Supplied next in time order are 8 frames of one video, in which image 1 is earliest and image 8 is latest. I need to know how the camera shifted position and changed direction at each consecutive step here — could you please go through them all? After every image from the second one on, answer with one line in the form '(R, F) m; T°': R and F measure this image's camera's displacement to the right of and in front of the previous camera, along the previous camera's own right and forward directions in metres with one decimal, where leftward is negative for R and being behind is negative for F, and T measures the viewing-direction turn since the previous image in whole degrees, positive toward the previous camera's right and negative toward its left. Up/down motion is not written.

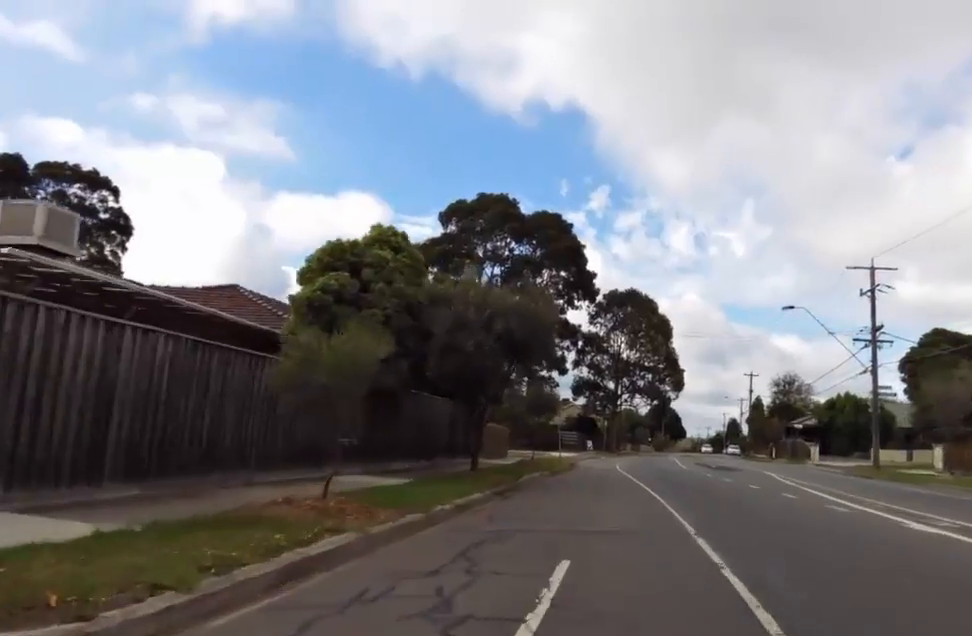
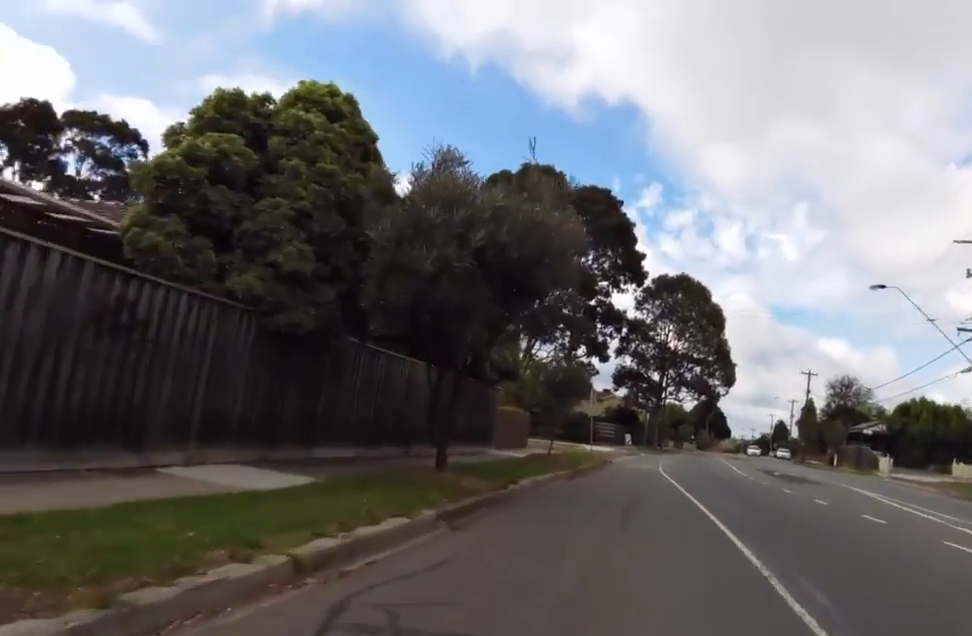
(+0.1, +6.8) m; +5°
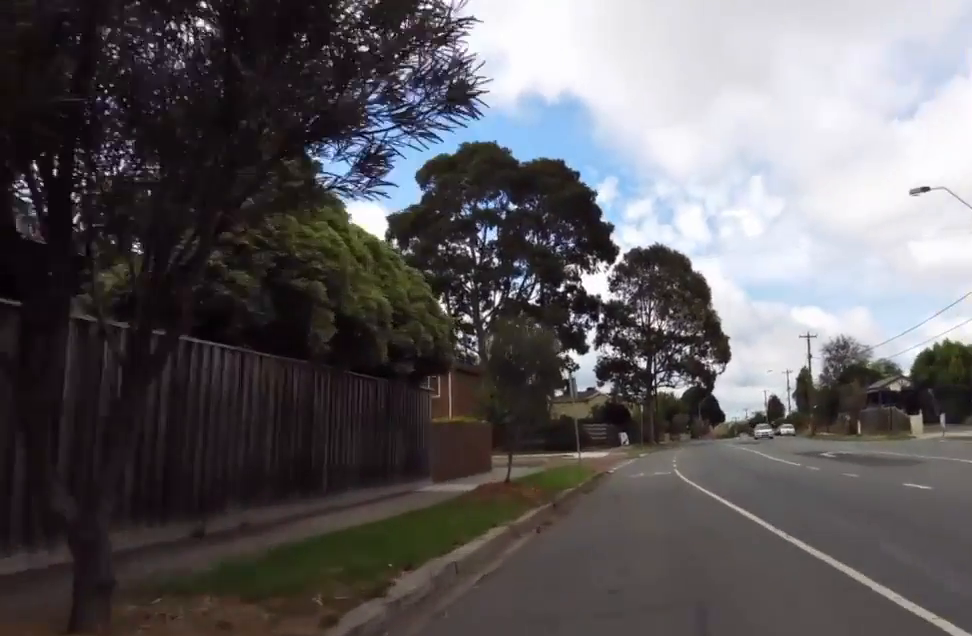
(+0.7, +7.6) m; 0°
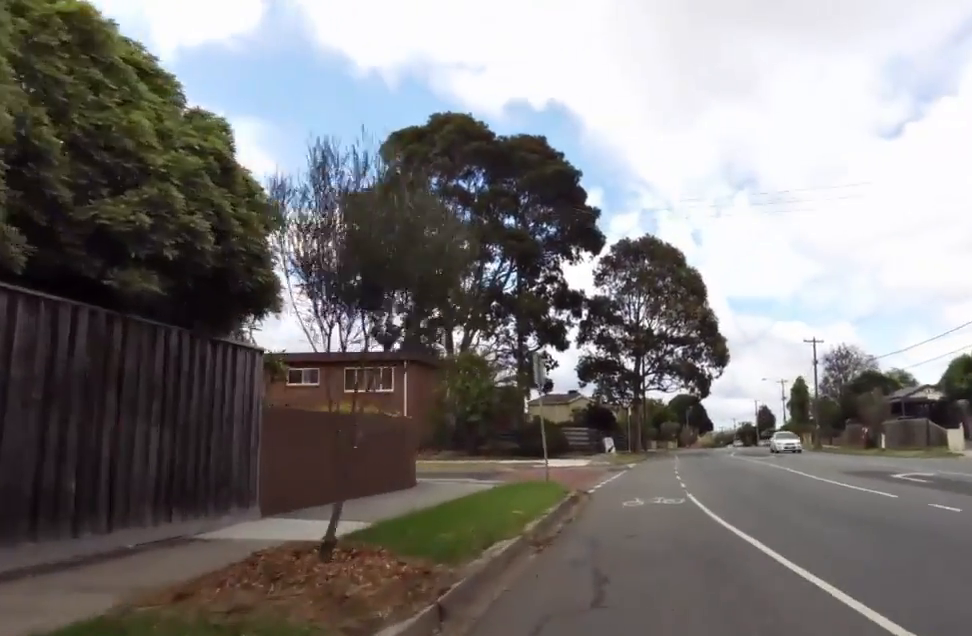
(-0.7, +7.1) m; -6°
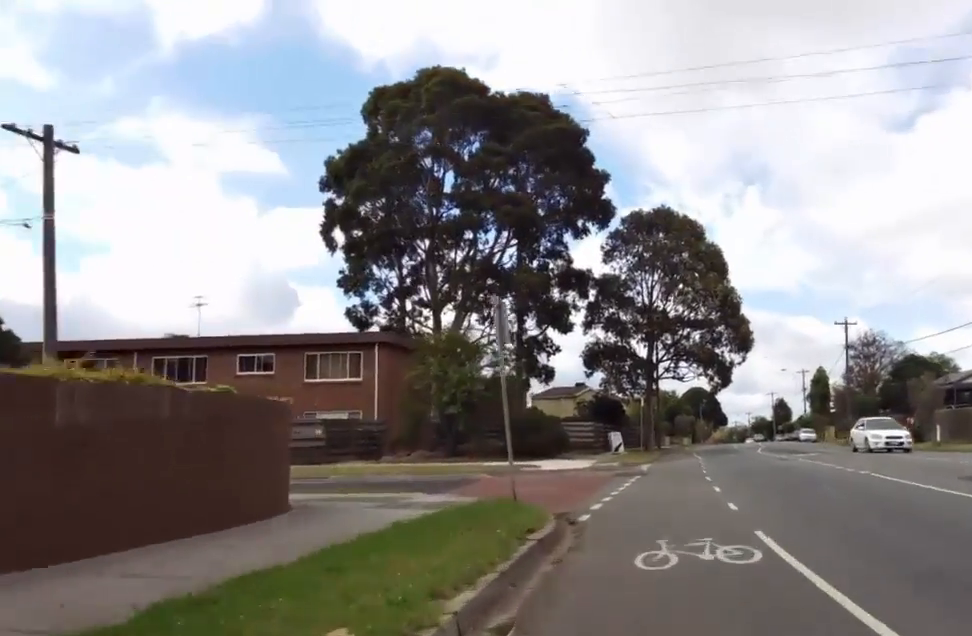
(-0.1, +6.5) m; 0°
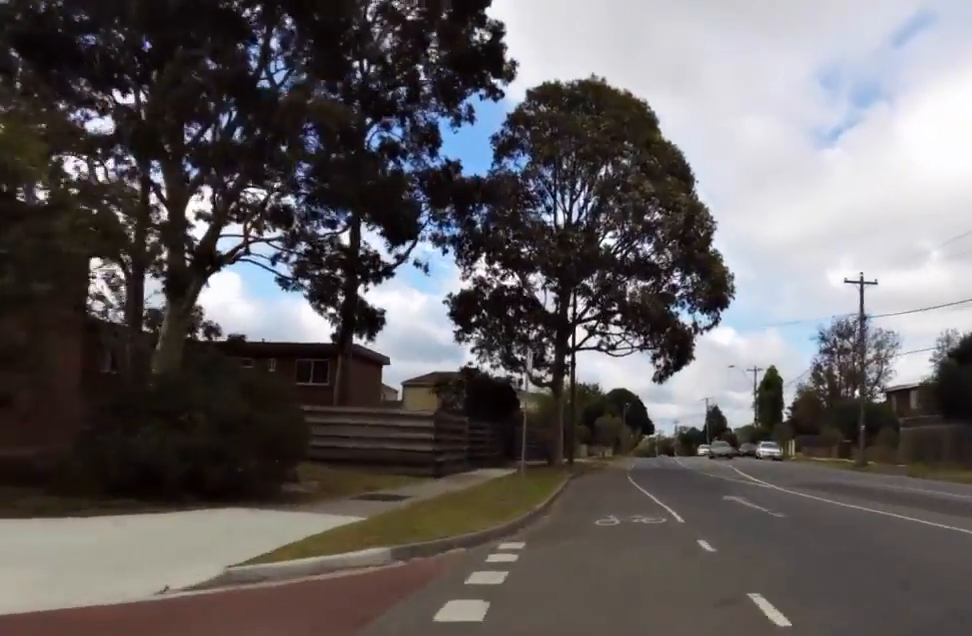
(+2.2, +21.1) m; +8°
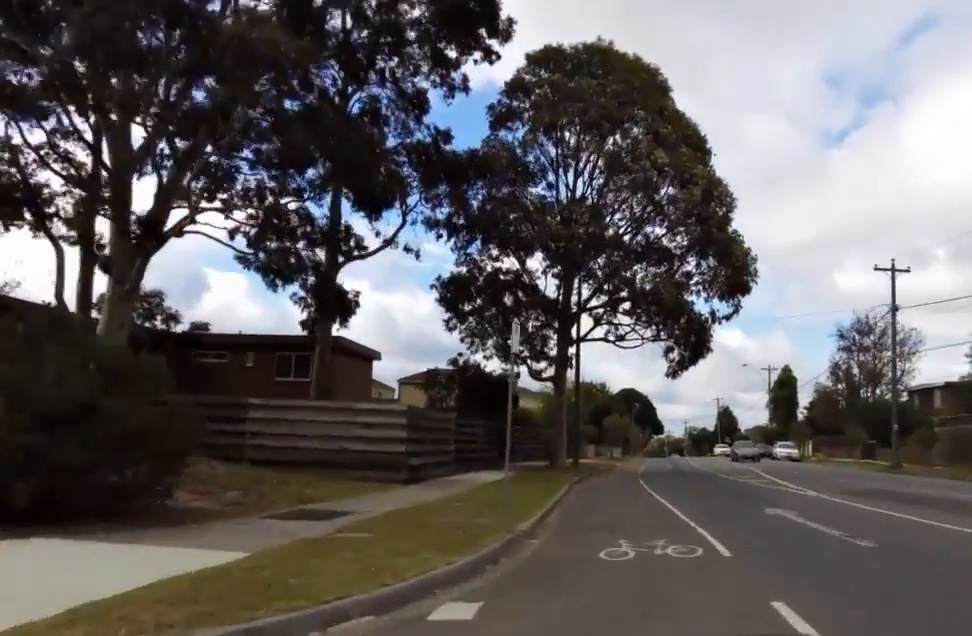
(-0.3, +3.5) m; 0°
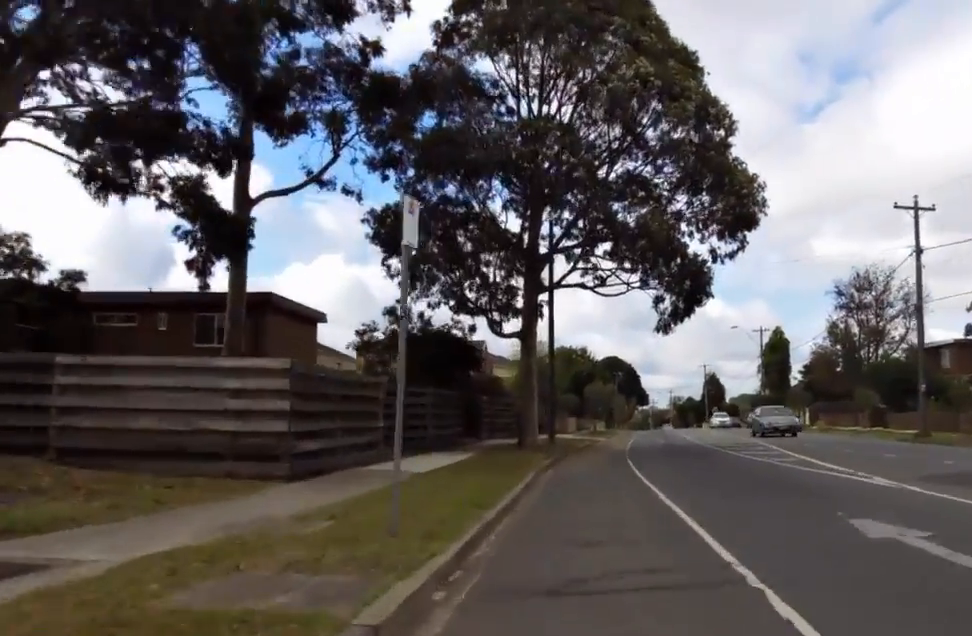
(+0.5, +5.6) m; +4°
